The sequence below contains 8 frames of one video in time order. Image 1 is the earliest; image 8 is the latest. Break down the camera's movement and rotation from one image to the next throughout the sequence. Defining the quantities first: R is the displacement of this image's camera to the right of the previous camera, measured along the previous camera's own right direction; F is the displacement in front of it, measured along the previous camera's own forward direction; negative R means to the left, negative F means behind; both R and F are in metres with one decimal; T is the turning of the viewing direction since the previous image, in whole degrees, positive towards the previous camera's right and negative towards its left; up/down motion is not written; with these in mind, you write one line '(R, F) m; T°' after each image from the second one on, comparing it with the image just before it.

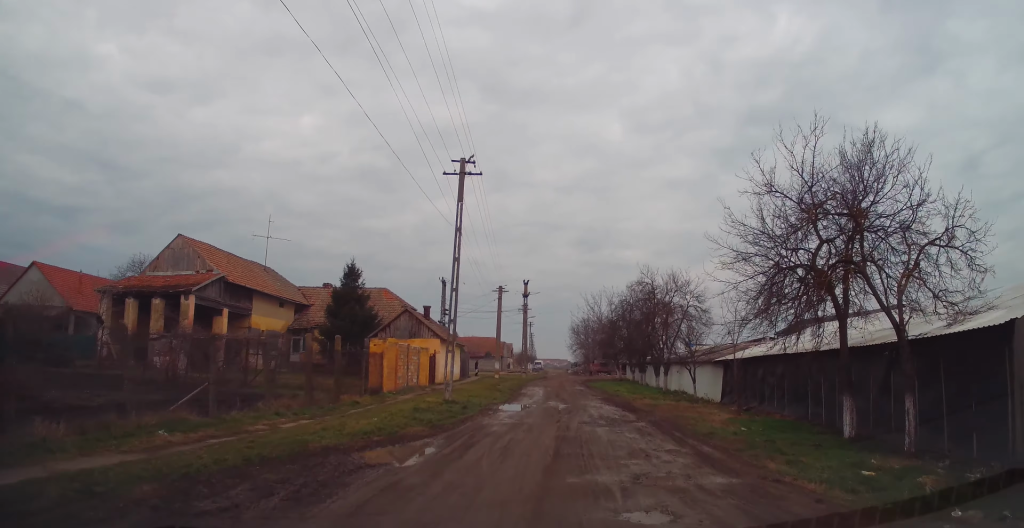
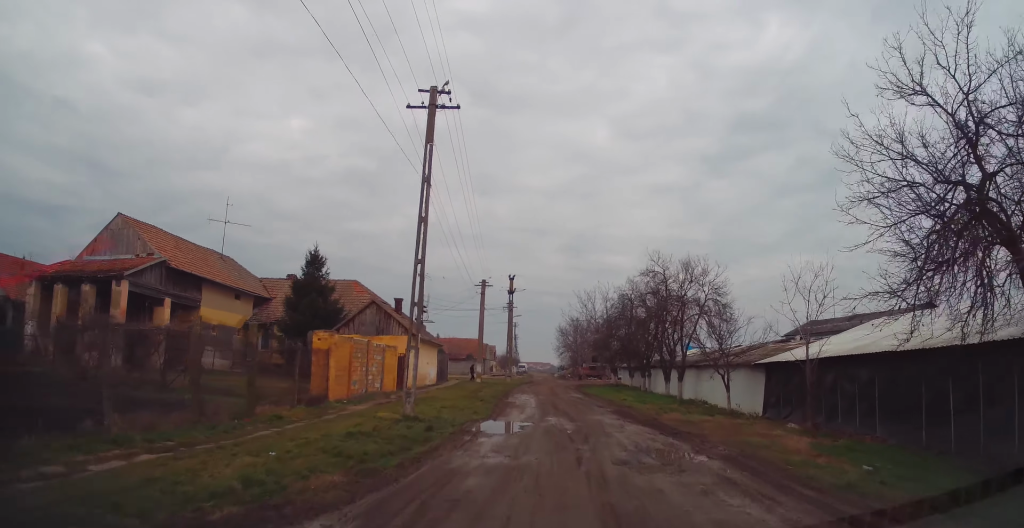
(0.0, +6.0) m; 0°
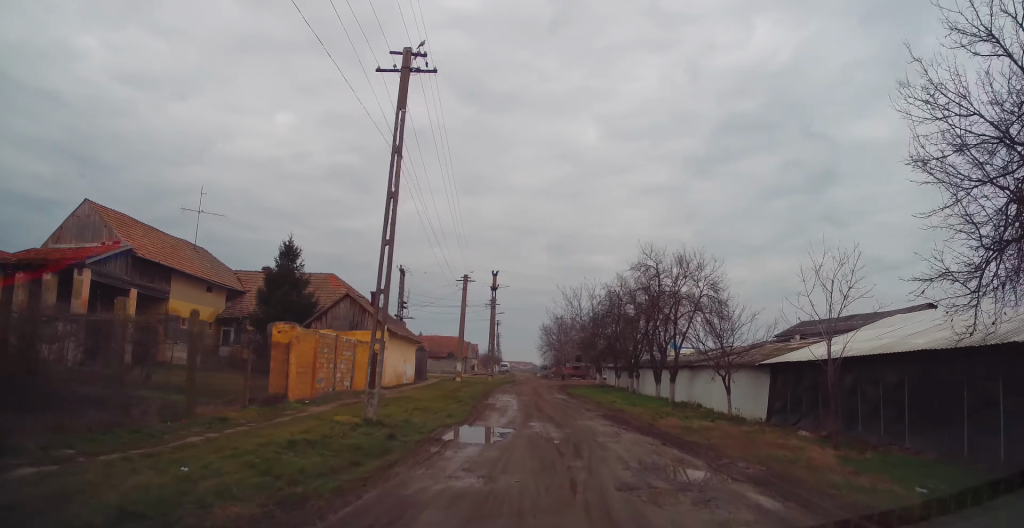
(0.0, +1.8) m; +2°
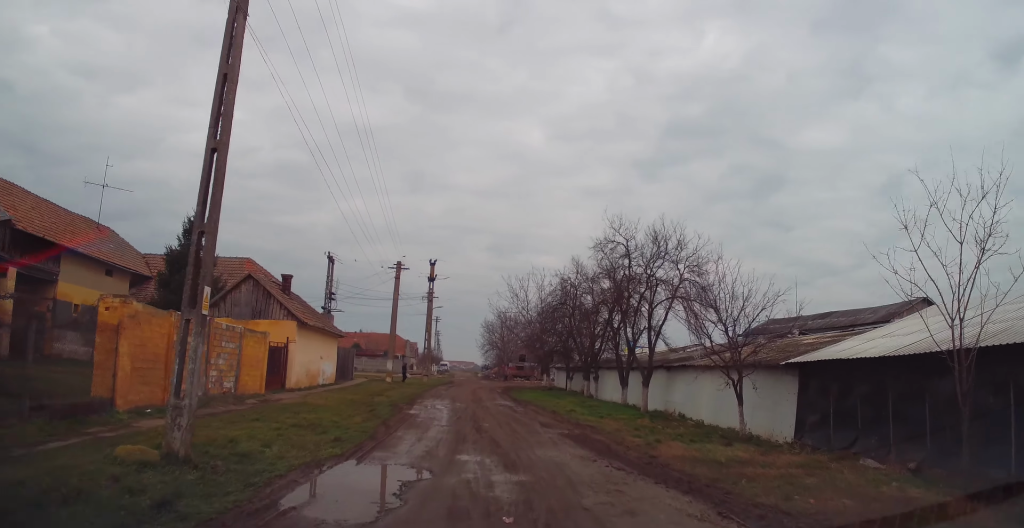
(+0.2, +5.4) m; +7°
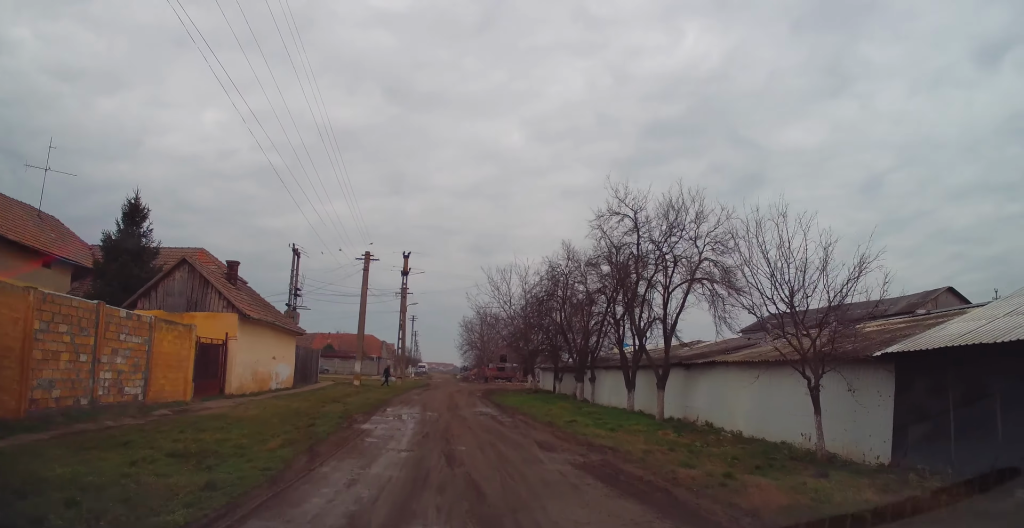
(+0.2, +4.2) m; +3°
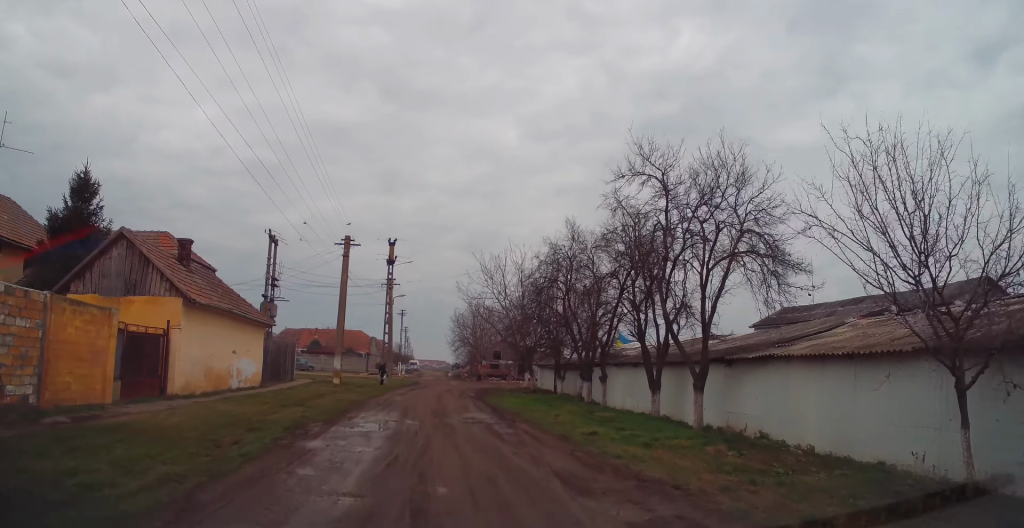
(+0.1, +3.6) m; -1°
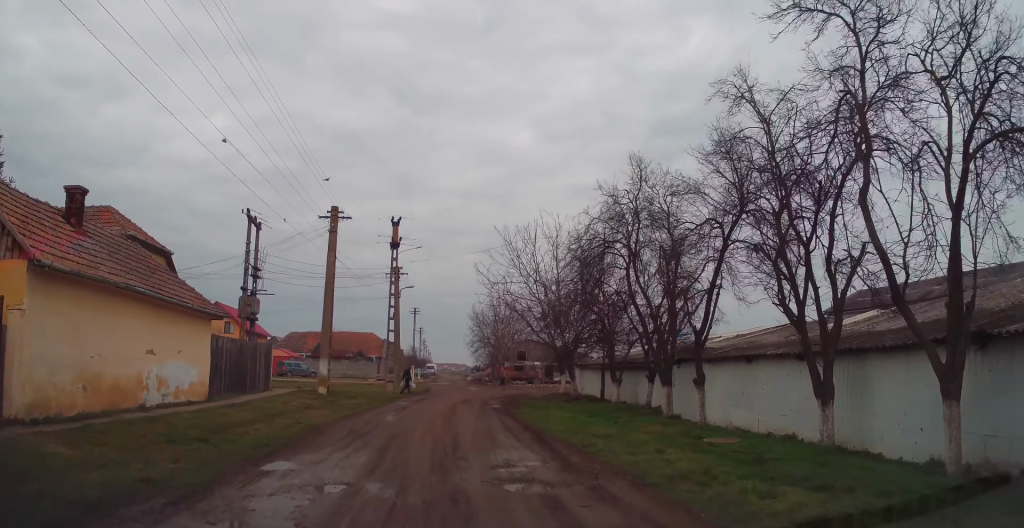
(-0.3, +7.3) m; -4°
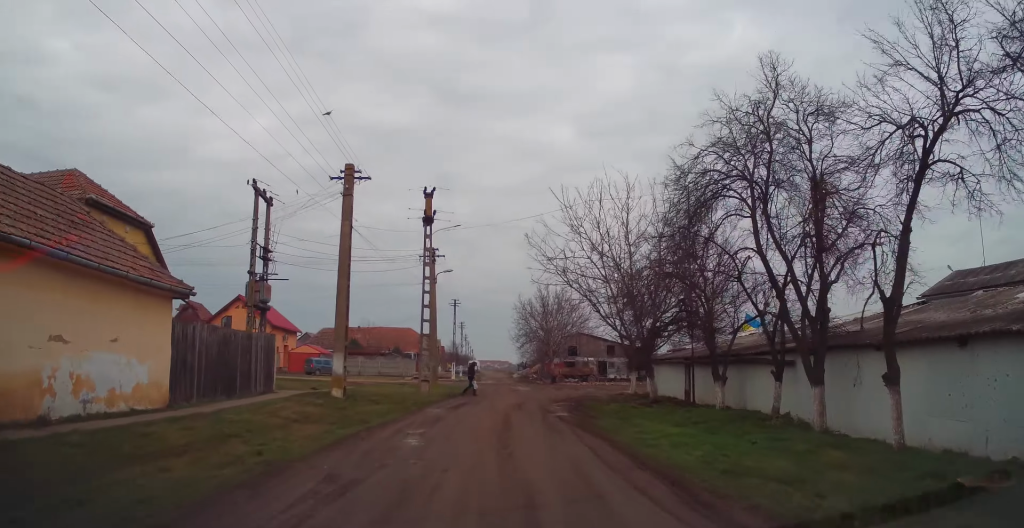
(-0.2, +6.0) m; -4°
